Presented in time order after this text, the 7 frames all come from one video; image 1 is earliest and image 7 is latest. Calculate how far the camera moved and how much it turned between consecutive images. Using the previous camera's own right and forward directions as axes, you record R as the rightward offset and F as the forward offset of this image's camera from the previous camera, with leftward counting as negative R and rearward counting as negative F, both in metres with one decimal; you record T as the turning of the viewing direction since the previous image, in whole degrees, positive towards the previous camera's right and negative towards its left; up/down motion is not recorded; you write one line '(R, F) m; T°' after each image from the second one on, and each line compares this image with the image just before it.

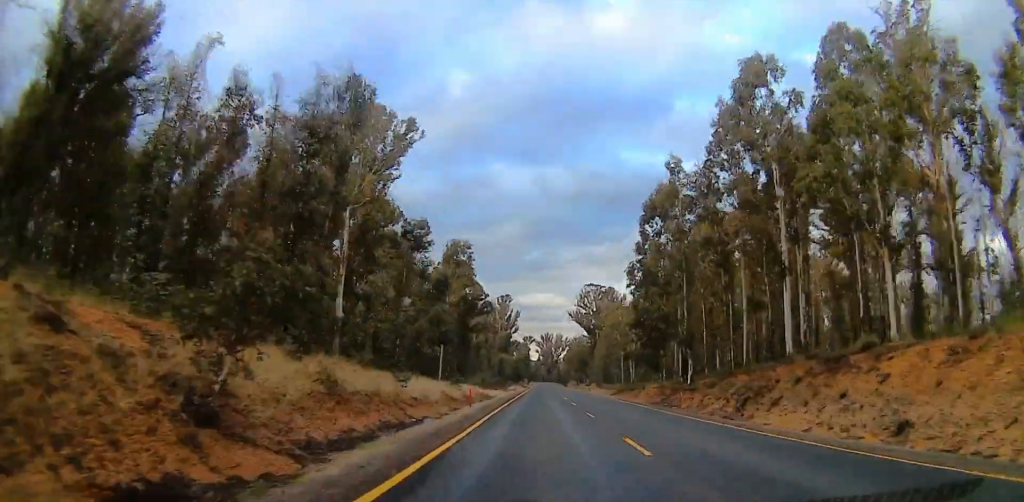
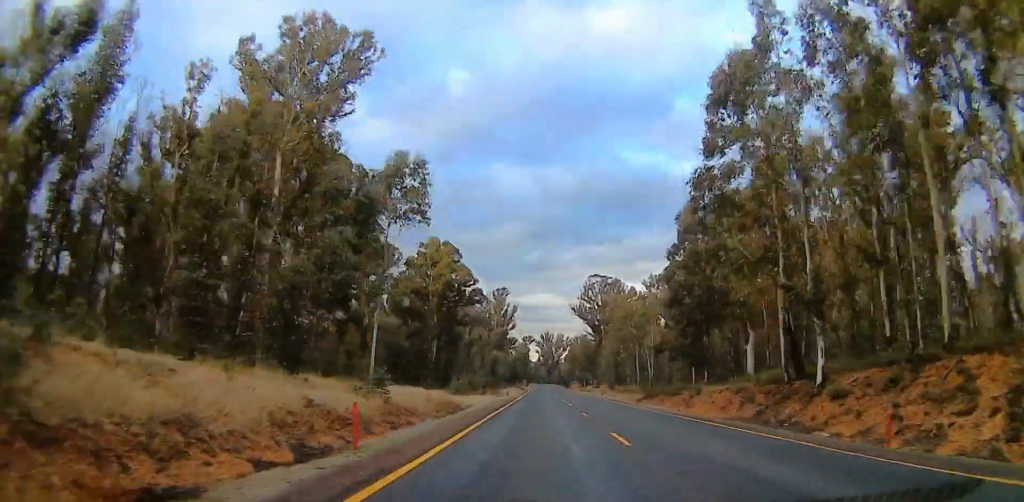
(+2.0, +21.3) m; -5°
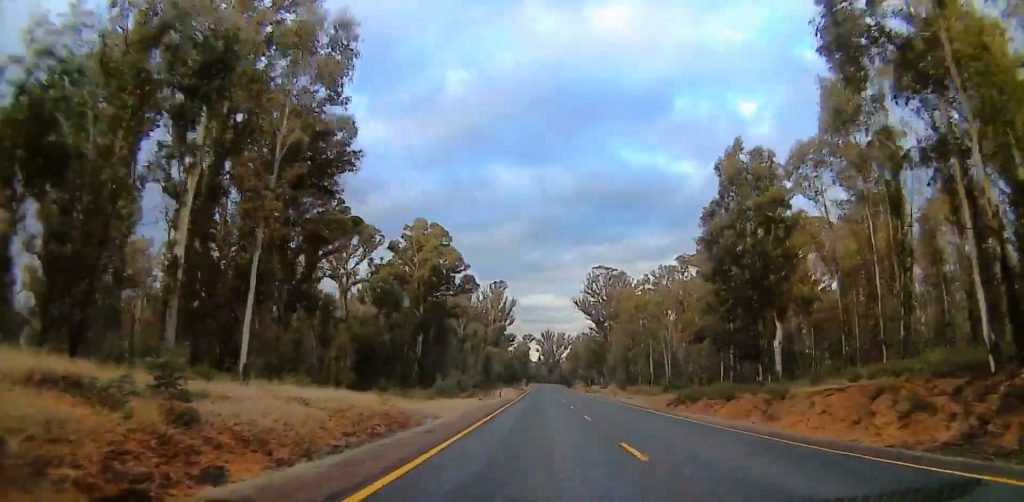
(-2.9, +15.1) m; -5°
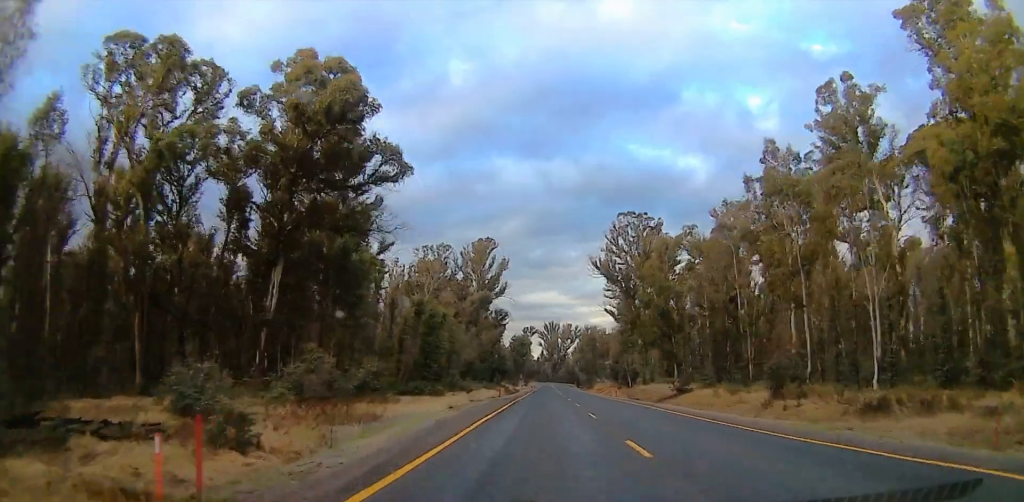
(0.0, +59.3) m; +4°
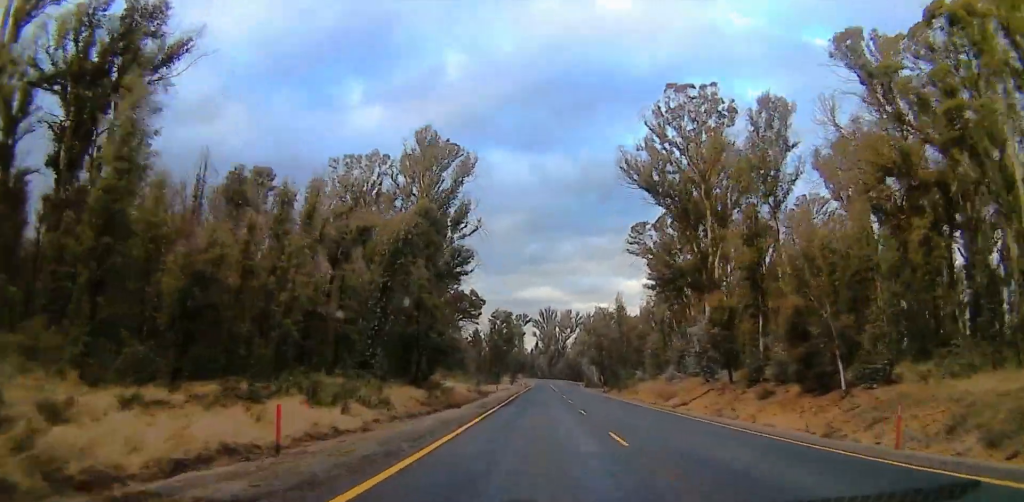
(+1.4, +57.2) m; +2°
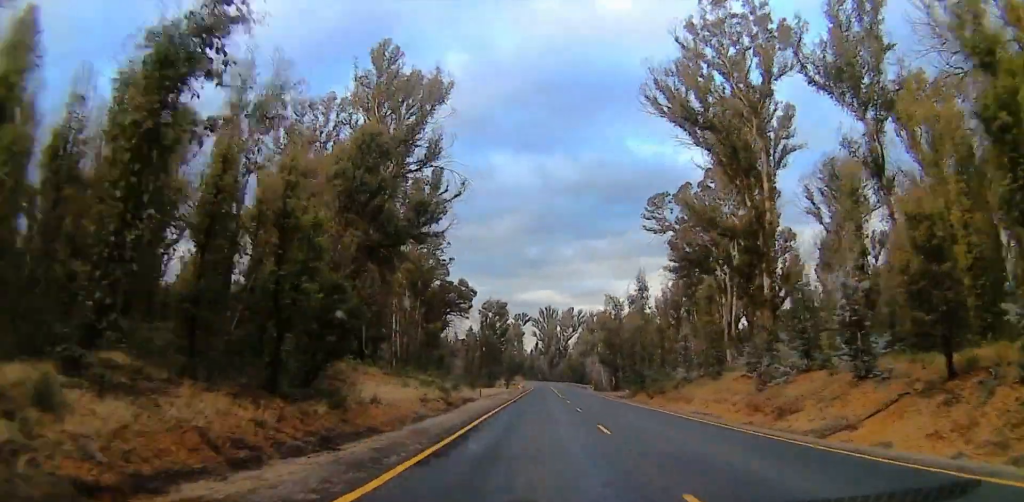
(0.0, +20.0) m; -1°
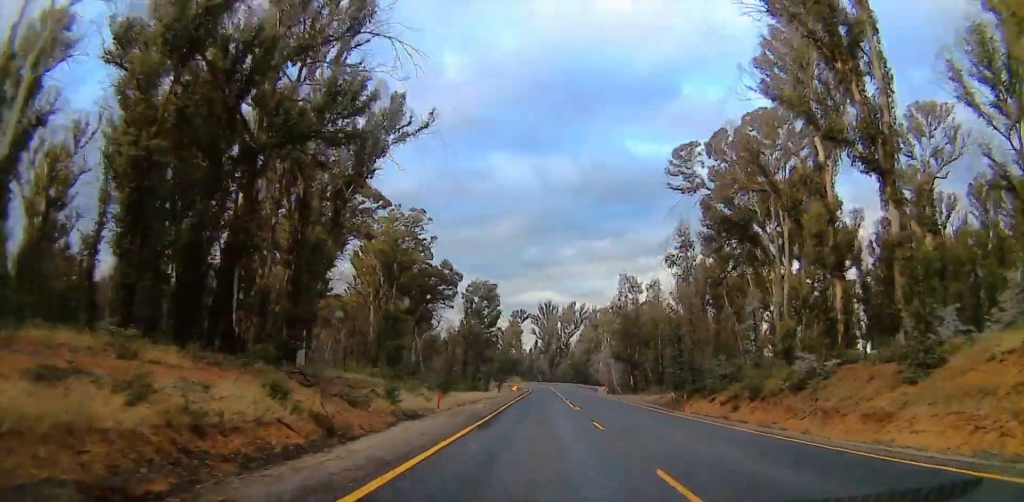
(-0.3, +21.9) m; 0°
